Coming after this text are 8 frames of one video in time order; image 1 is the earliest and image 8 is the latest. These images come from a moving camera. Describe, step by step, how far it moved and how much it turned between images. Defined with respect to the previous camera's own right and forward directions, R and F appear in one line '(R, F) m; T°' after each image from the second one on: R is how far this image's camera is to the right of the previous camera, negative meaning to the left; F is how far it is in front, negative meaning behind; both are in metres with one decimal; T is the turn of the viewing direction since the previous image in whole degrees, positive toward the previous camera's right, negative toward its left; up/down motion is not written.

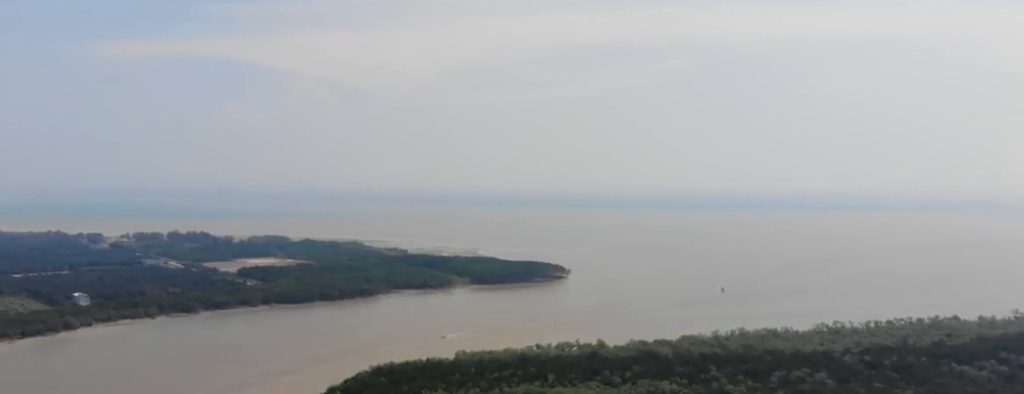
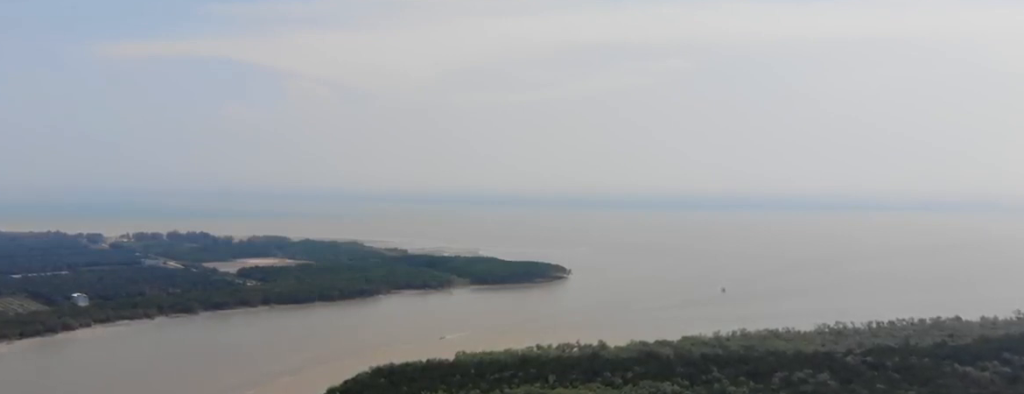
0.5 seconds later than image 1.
(0.0, +3.5) m; +1°
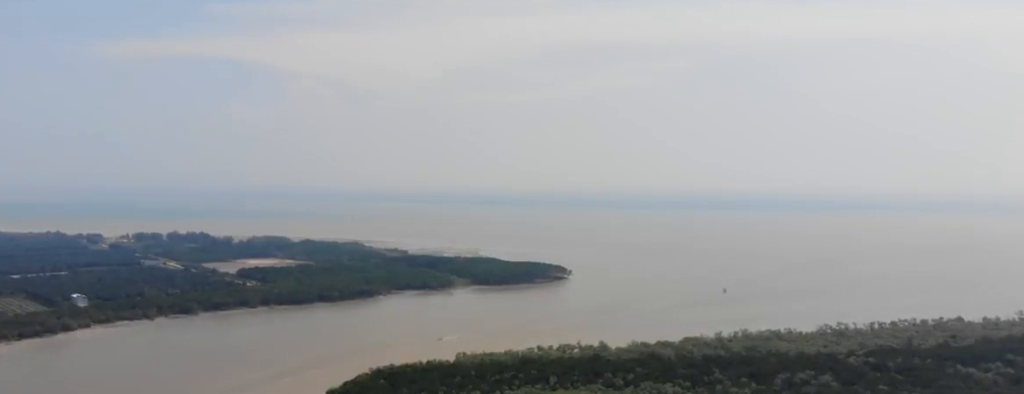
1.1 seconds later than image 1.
(0.0, +3.5) m; 0°
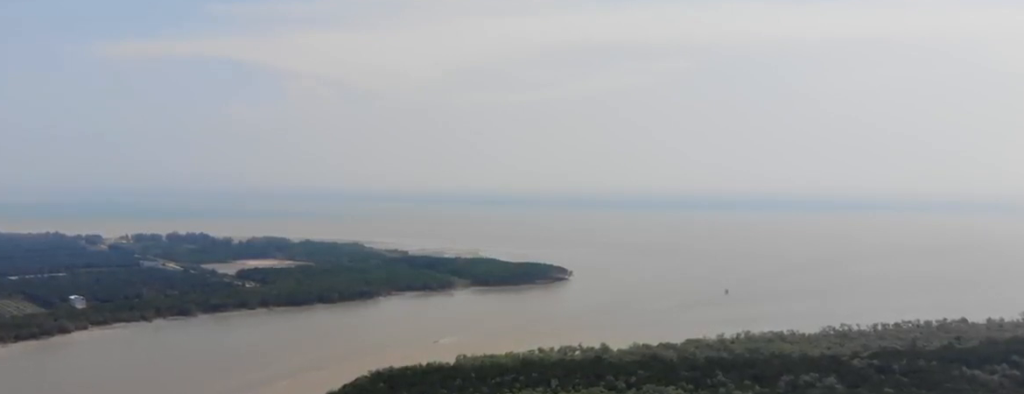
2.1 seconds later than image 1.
(0.0, +6.7) m; 0°
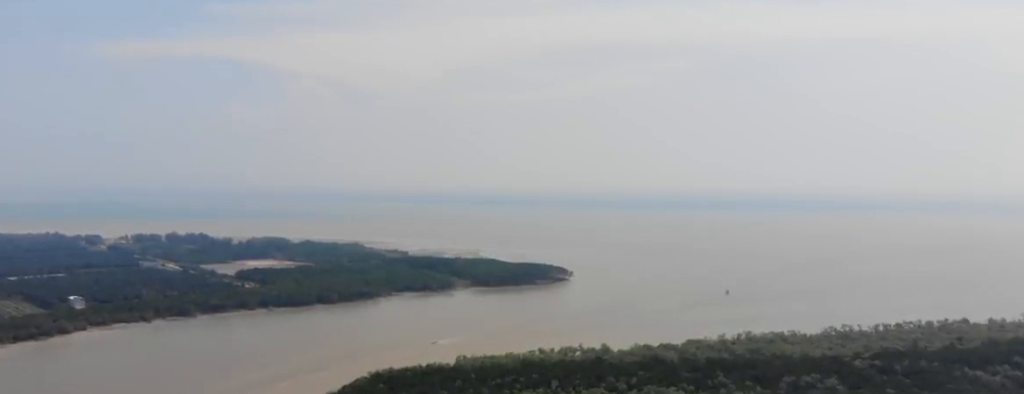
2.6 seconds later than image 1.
(0.0, +3.0) m; 0°
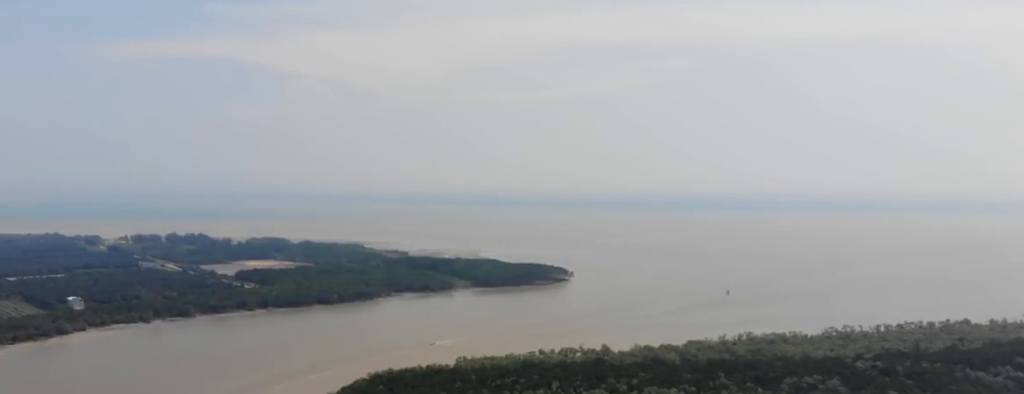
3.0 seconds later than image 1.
(0.0, +2.7) m; 0°
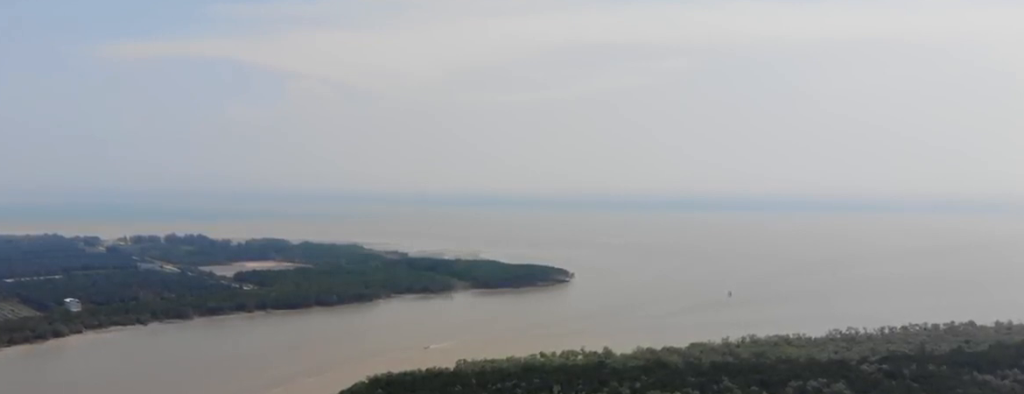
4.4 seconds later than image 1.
(0.0, +8.7) m; 0°
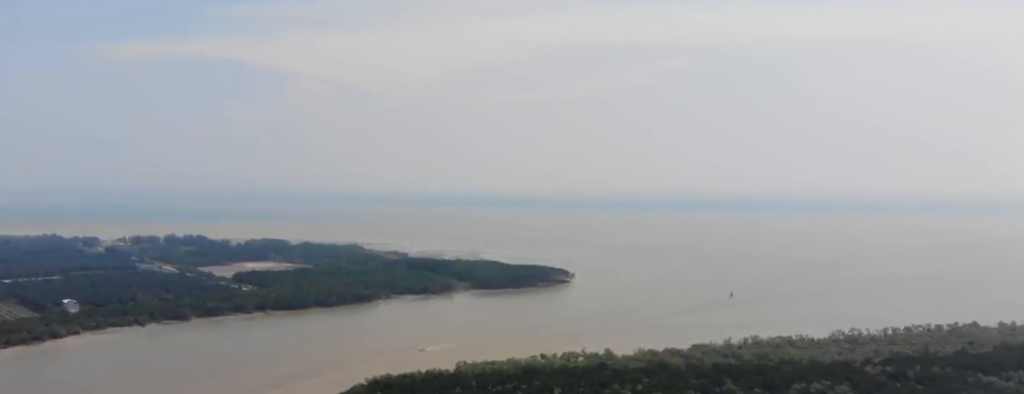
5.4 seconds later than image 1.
(0.0, +6.2) m; -1°
